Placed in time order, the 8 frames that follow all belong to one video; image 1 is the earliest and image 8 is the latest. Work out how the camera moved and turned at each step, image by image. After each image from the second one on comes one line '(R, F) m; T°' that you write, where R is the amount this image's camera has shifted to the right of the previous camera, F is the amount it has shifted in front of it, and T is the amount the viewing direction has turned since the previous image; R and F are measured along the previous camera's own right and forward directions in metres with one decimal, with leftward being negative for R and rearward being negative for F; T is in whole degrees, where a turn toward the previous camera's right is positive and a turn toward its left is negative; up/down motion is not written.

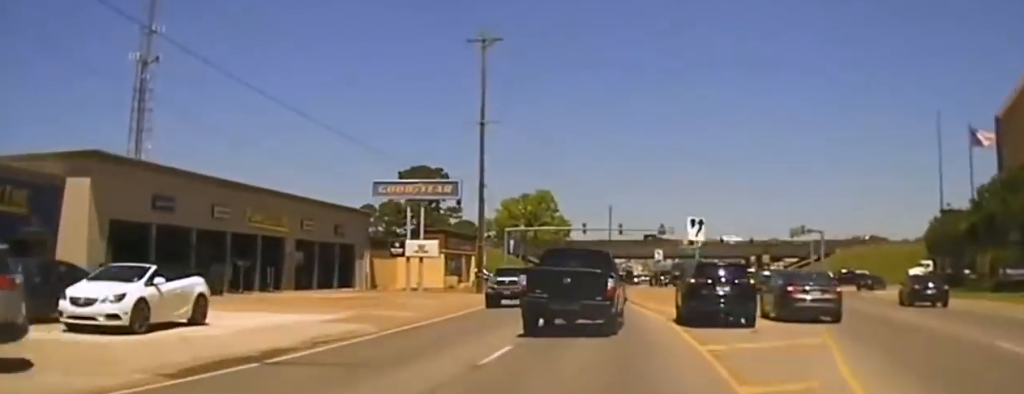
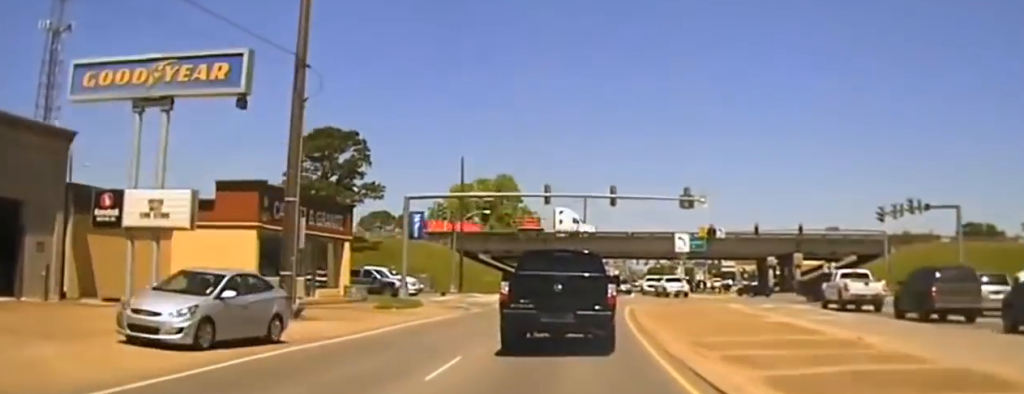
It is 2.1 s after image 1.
(+1.4, +36.1) m; +3°
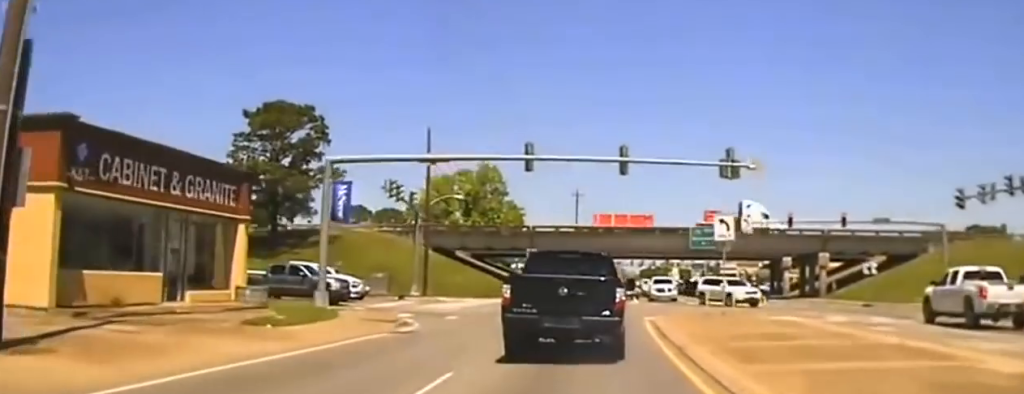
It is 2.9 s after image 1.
(-0.3, +15.0) m; +2°
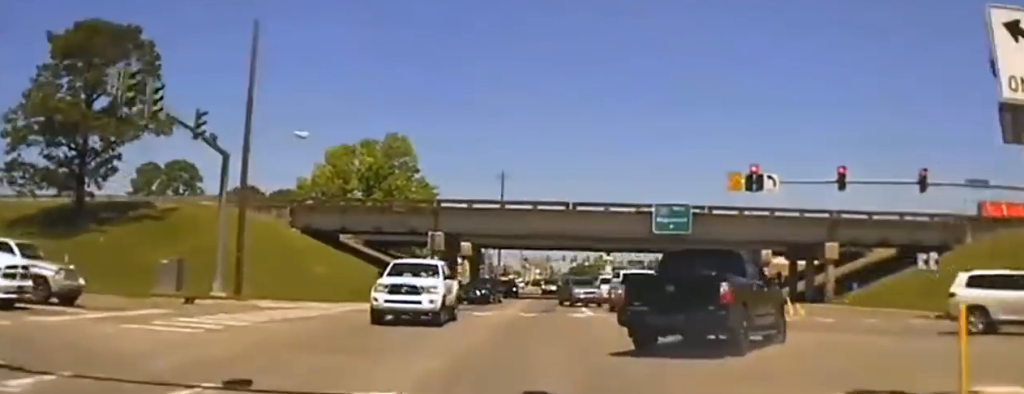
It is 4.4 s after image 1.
(+2.8, +28.4) m; +11°
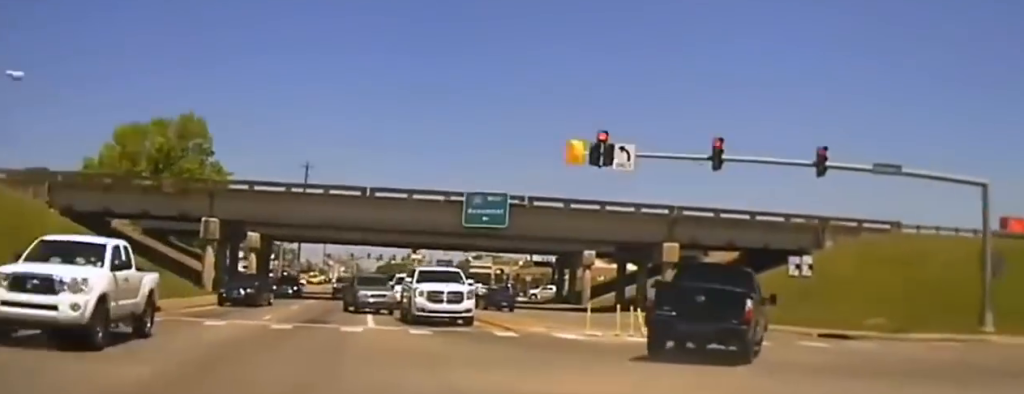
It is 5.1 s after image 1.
(+0.5, +10.8) m; +6°
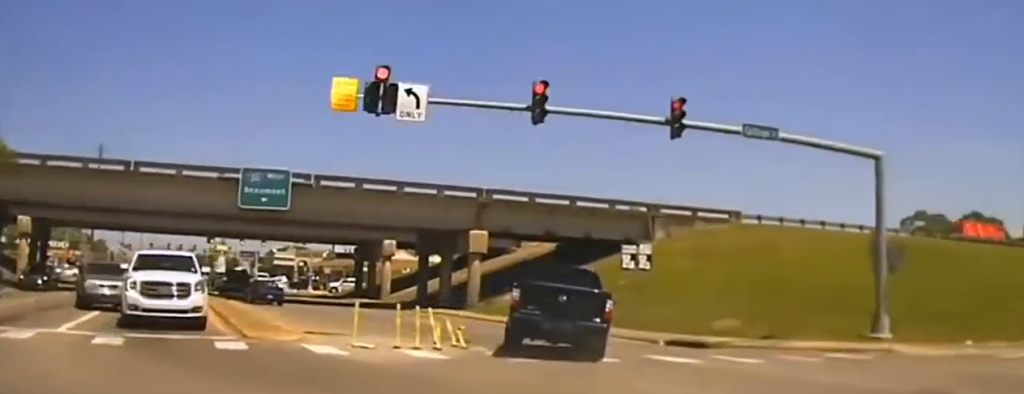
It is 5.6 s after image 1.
(+0.1, +7.5) m; +5°
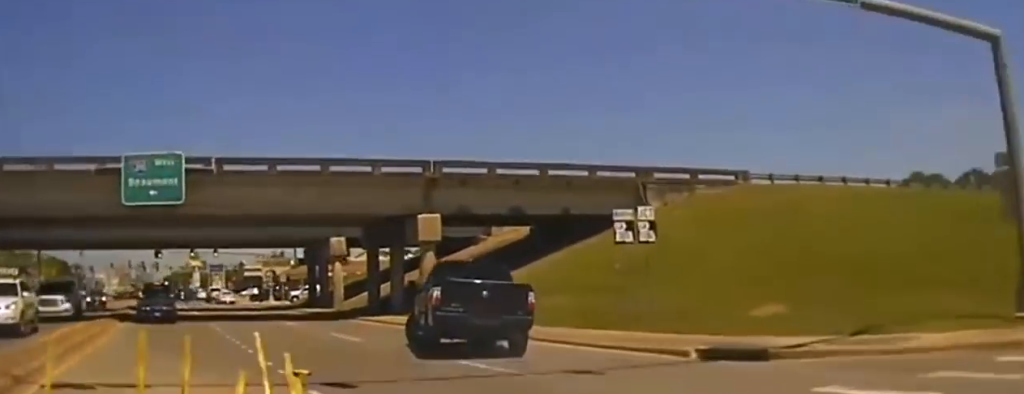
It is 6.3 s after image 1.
(+0.8, +8.5) m; -1°
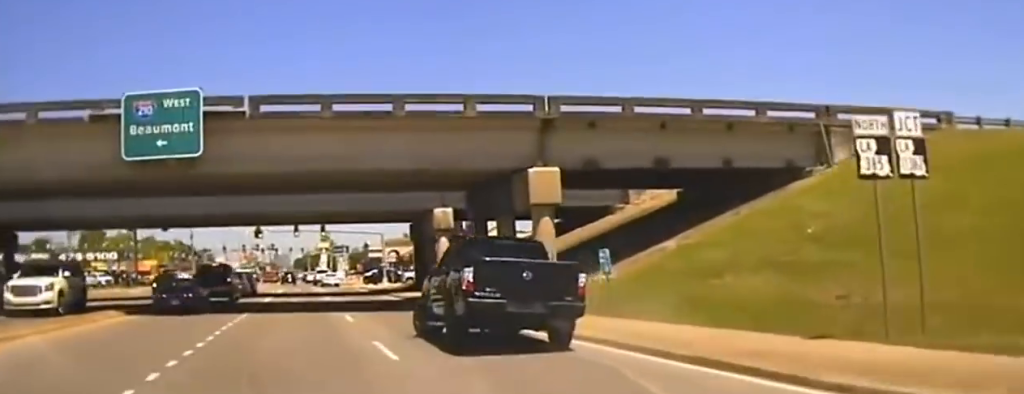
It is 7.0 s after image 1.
(+0.1, +8.3) m; -9°
